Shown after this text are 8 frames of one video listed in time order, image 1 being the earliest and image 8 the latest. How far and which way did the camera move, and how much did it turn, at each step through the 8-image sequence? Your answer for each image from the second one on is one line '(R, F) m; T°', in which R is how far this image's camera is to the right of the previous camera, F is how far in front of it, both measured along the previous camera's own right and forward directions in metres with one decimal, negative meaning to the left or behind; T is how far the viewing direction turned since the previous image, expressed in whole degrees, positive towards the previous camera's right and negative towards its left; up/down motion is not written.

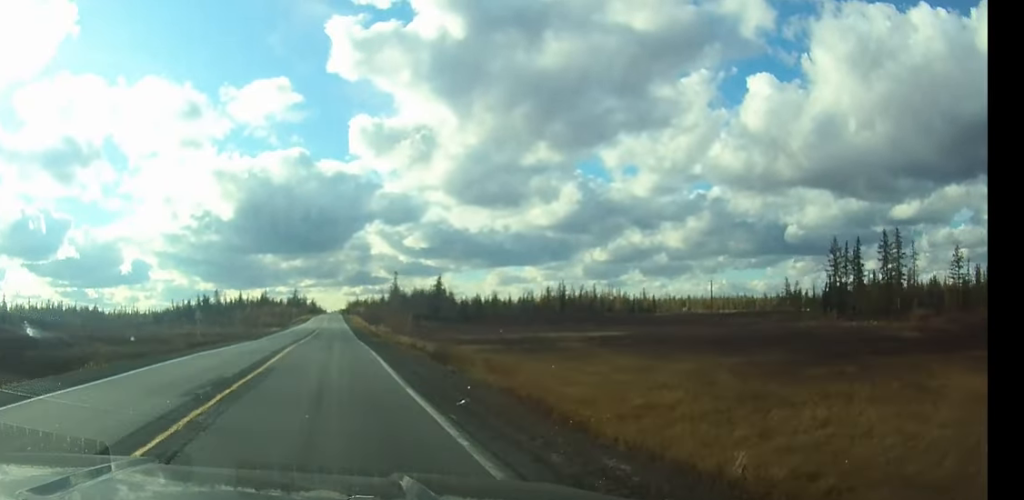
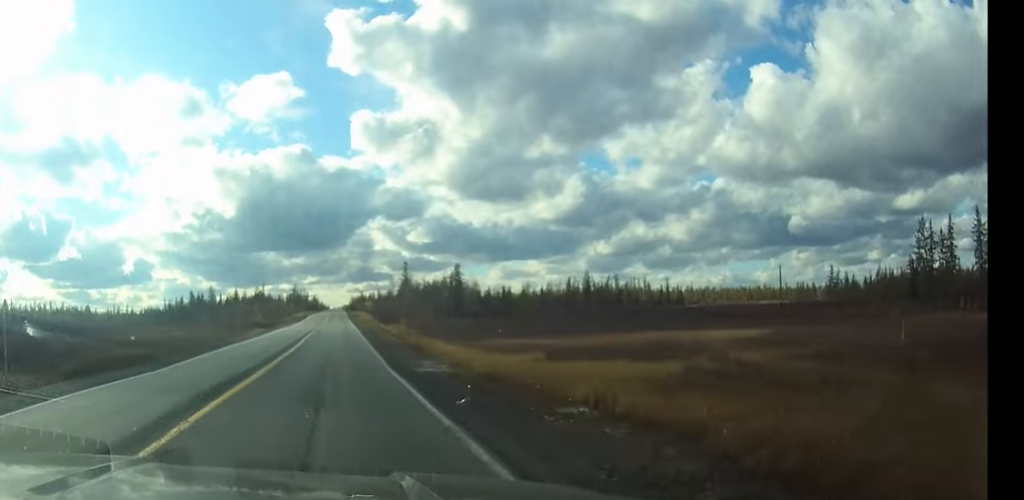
(0.0, +31.1) m; 0°
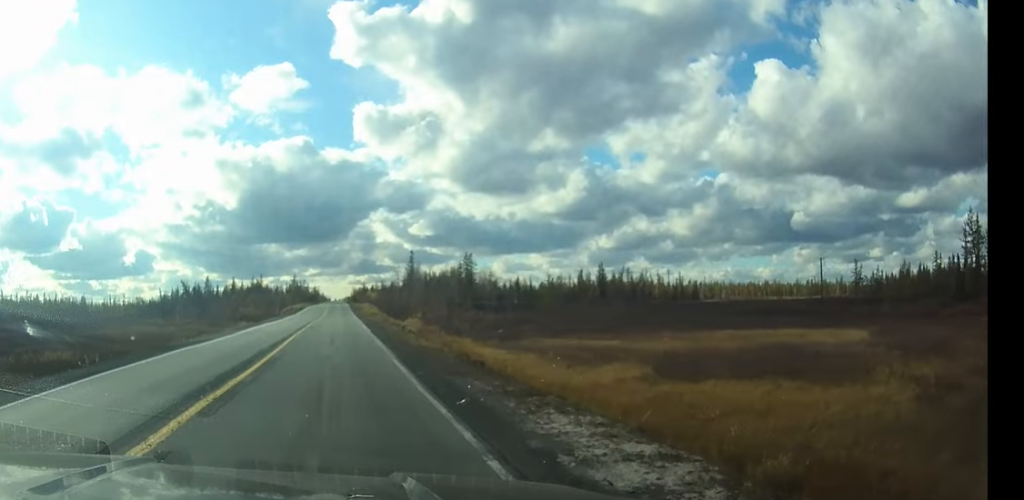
(0.0, +15.1) m; 0°
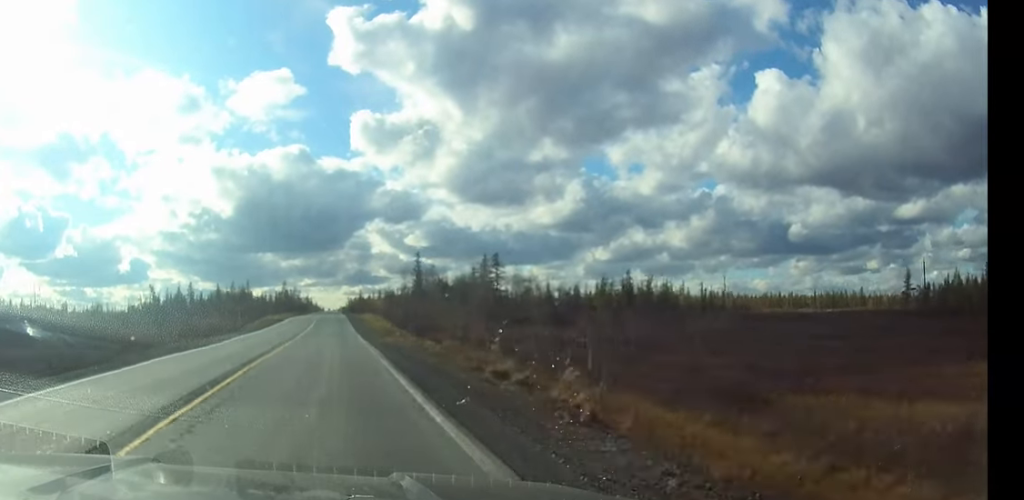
(0.0, +32.3) m; 0°
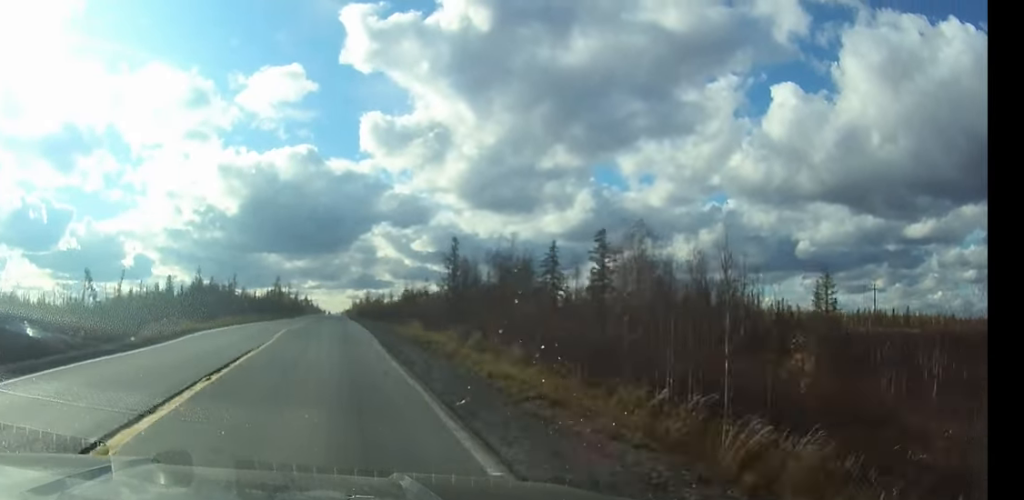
(-0.2, +50.9) m; 0°
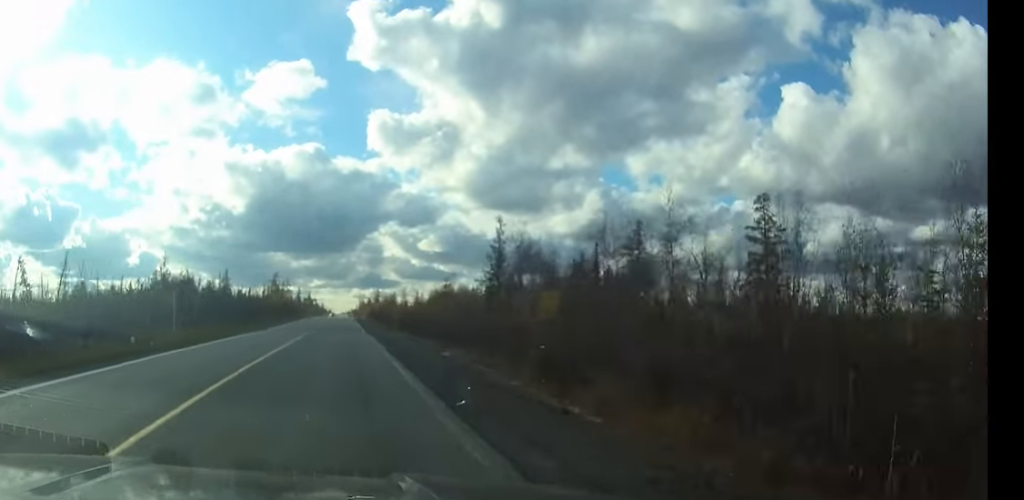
(0.0, +29.9) m; 0°
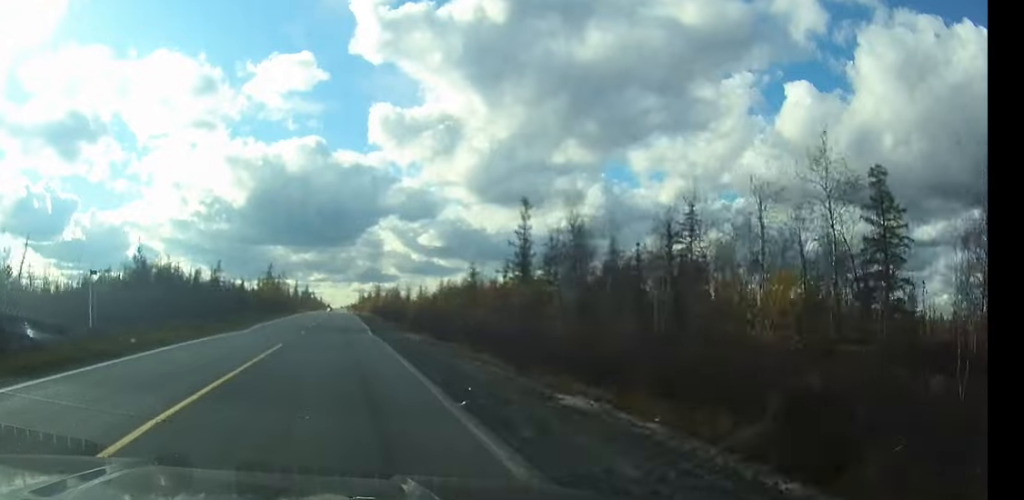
(0.0, +13.5) m; 0°
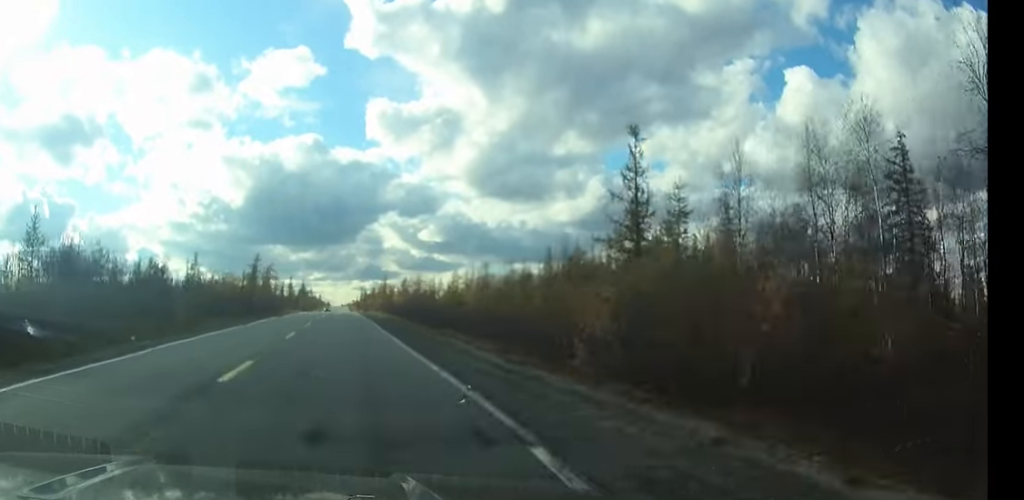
(0.0, +35.3) m; 0°
